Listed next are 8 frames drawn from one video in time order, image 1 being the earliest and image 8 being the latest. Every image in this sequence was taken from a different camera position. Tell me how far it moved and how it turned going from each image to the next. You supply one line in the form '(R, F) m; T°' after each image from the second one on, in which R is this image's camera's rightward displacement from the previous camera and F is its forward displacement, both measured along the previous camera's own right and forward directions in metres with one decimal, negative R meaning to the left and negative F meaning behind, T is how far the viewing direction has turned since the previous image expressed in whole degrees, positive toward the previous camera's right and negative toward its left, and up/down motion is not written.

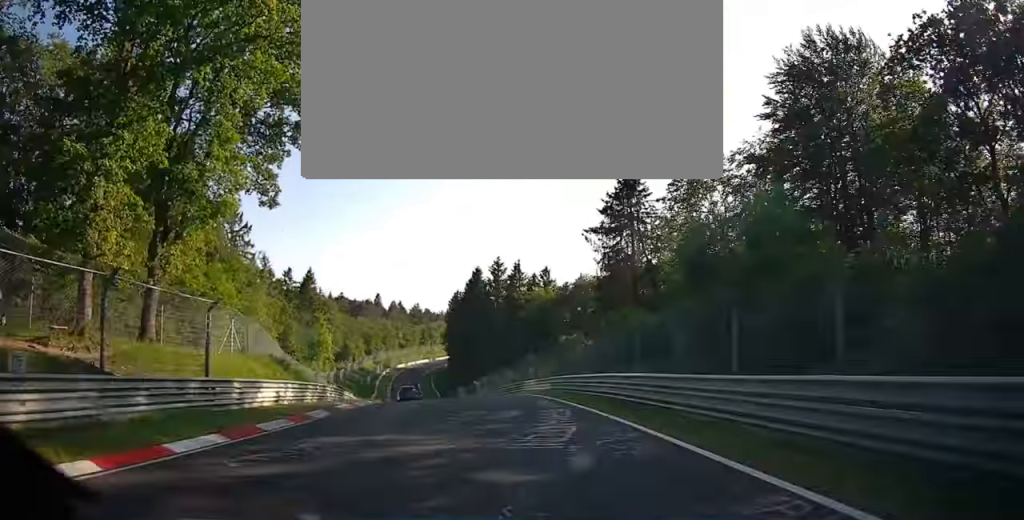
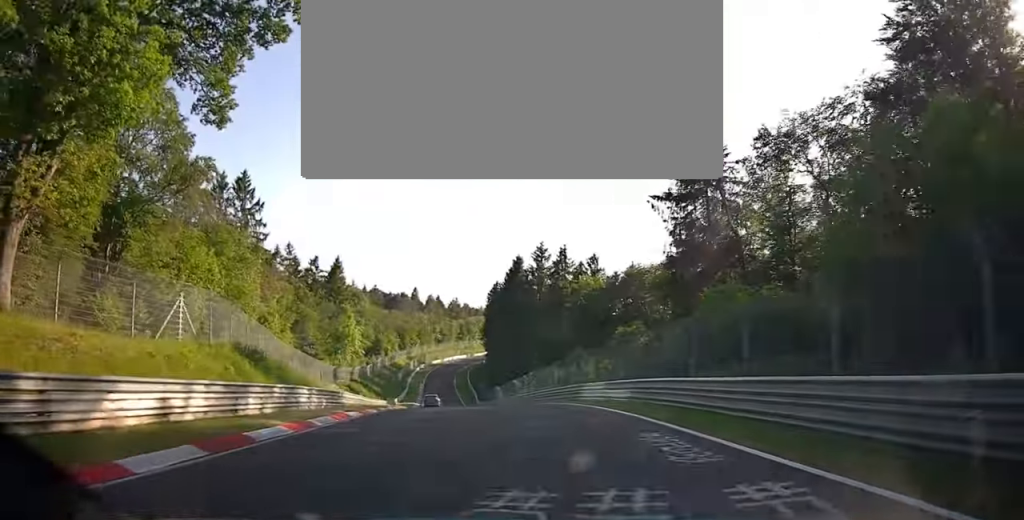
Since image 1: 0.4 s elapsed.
(-0.6, +11.3) m; -2°
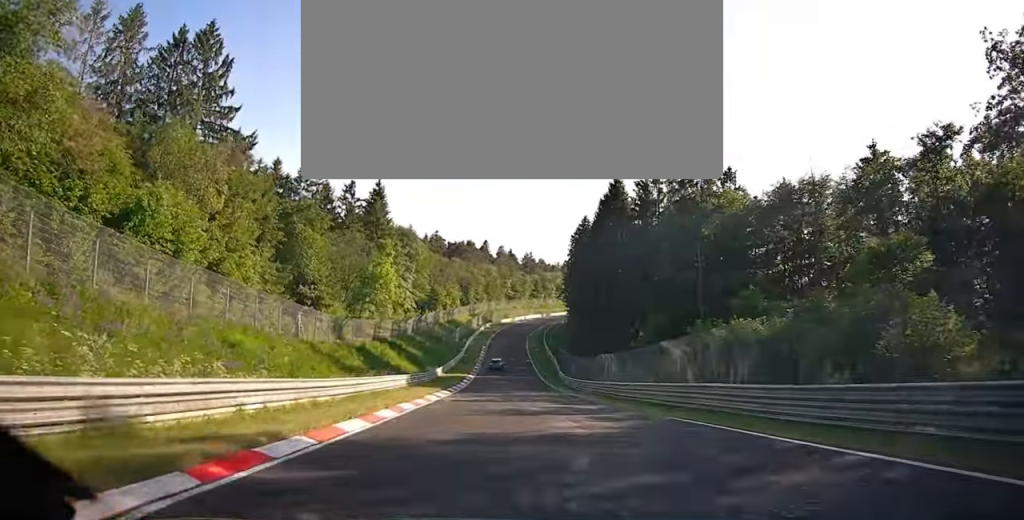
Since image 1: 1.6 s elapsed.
(-2.0, +33.2) m; -5°
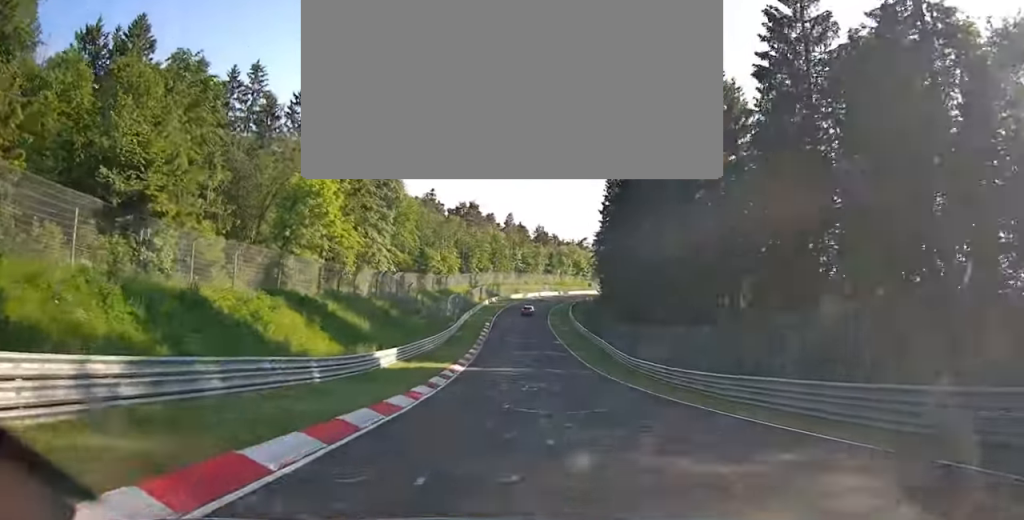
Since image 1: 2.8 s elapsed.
(-0.5, +34.7) m; 0°
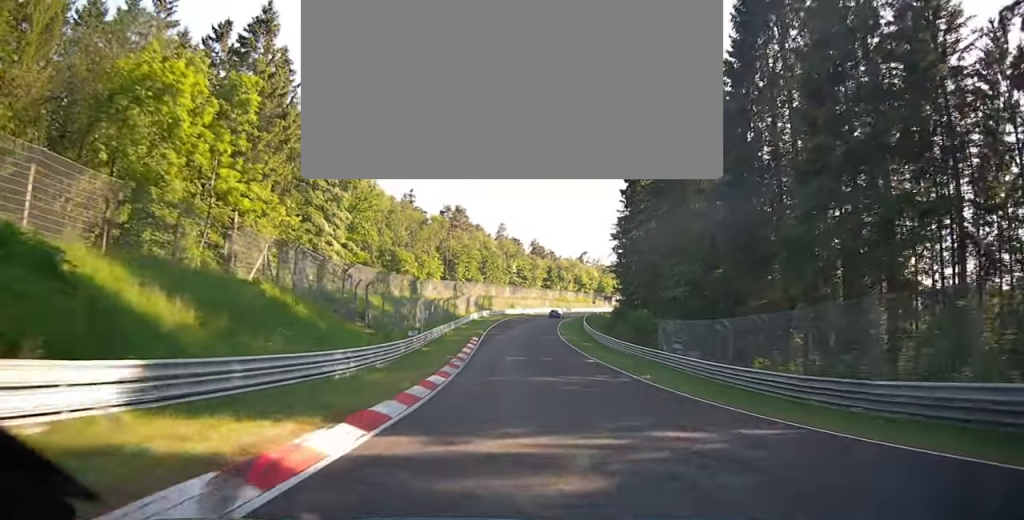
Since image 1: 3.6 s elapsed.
(+0.3, +24.2) m; +1°
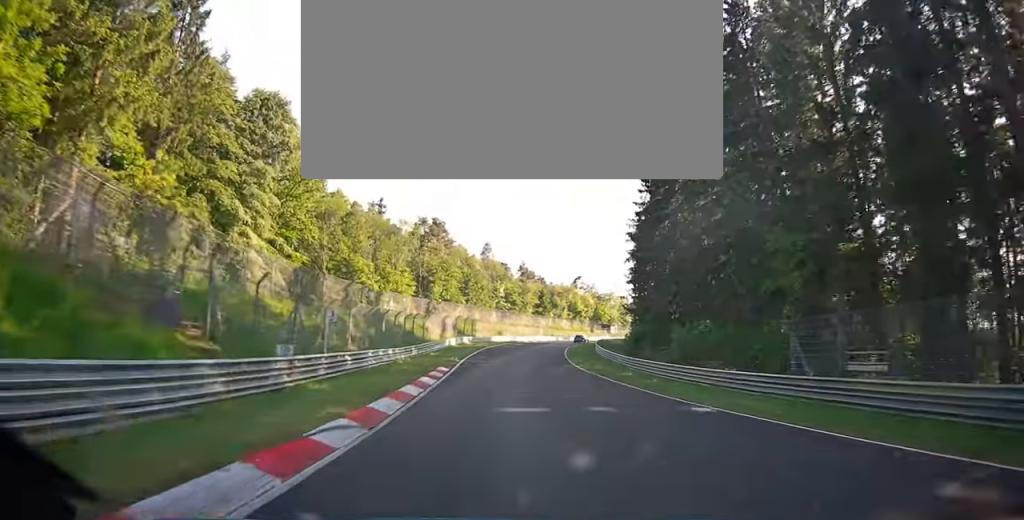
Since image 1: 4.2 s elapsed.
(+0.2, +20.2) m; +1°
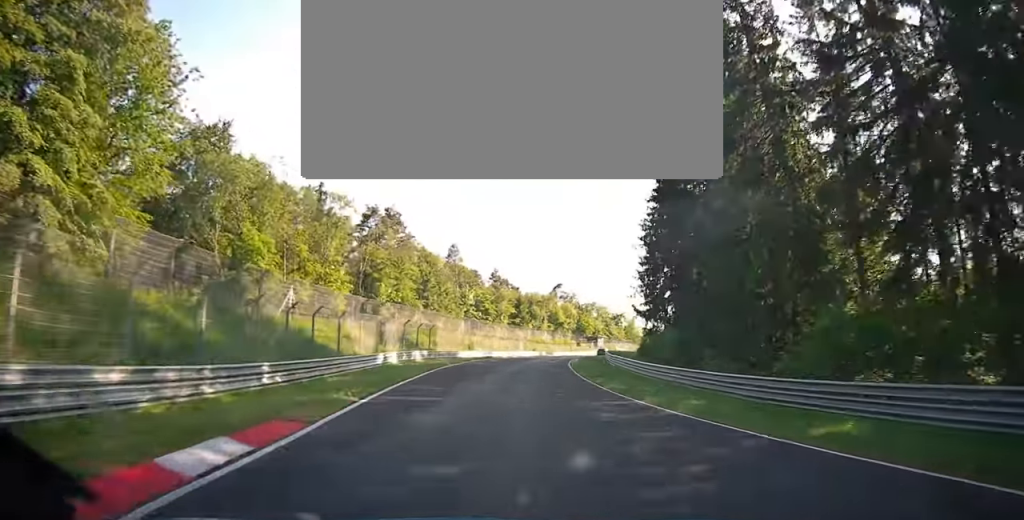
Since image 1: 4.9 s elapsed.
(+0.1, +24.0) m; +2°
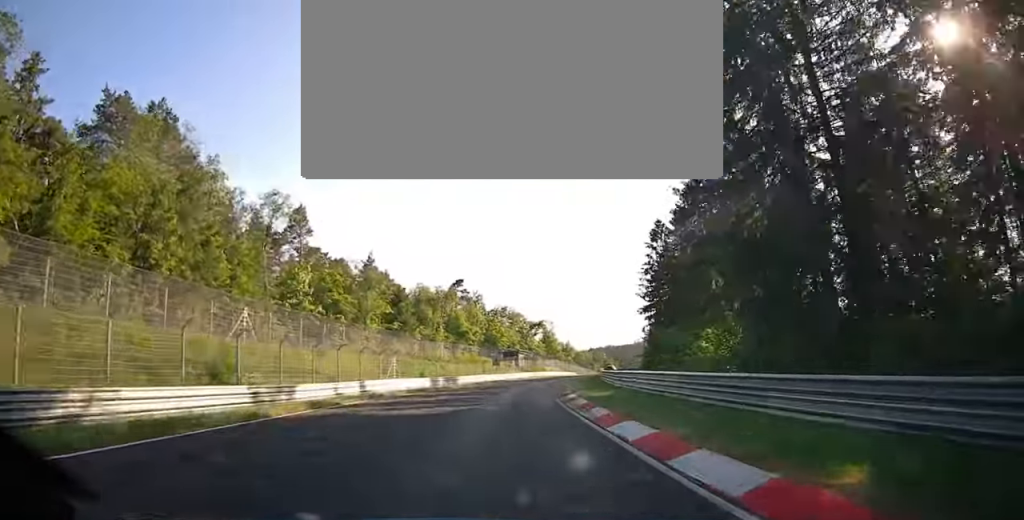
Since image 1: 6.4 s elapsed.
(+3.6, +48.7) m; +10°
